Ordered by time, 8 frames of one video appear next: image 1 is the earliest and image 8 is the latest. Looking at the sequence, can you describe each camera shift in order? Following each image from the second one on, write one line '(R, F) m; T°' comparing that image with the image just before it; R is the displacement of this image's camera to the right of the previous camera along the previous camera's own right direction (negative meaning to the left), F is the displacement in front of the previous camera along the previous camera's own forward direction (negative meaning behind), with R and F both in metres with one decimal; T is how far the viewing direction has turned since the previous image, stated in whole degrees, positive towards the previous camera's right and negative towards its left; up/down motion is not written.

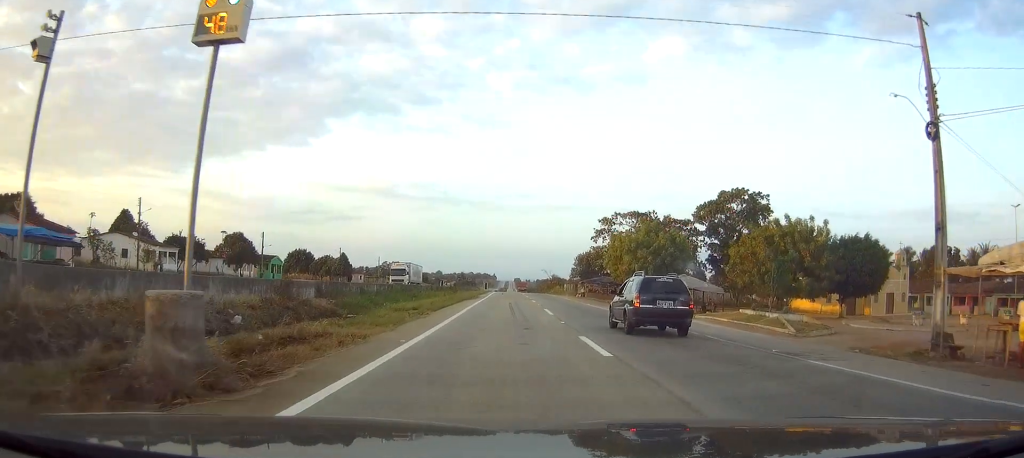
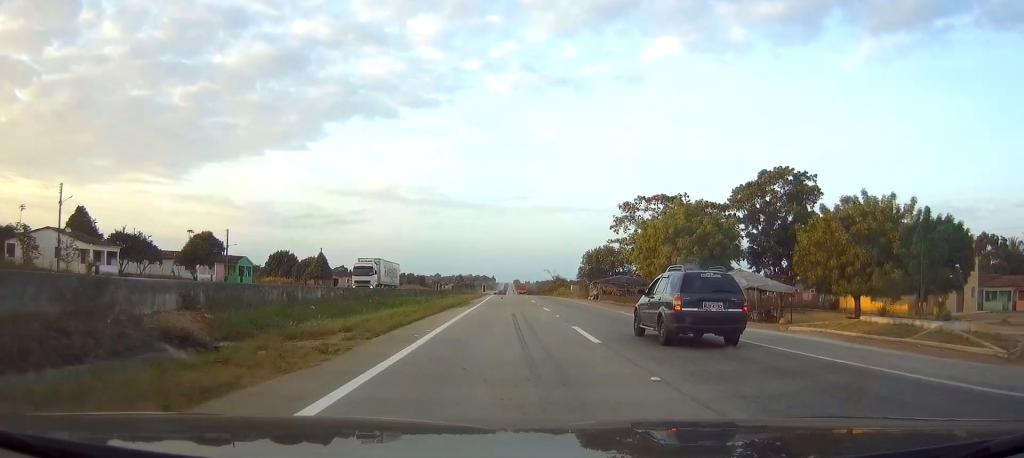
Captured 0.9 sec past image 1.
(+0.1, +12.7) m; 0°
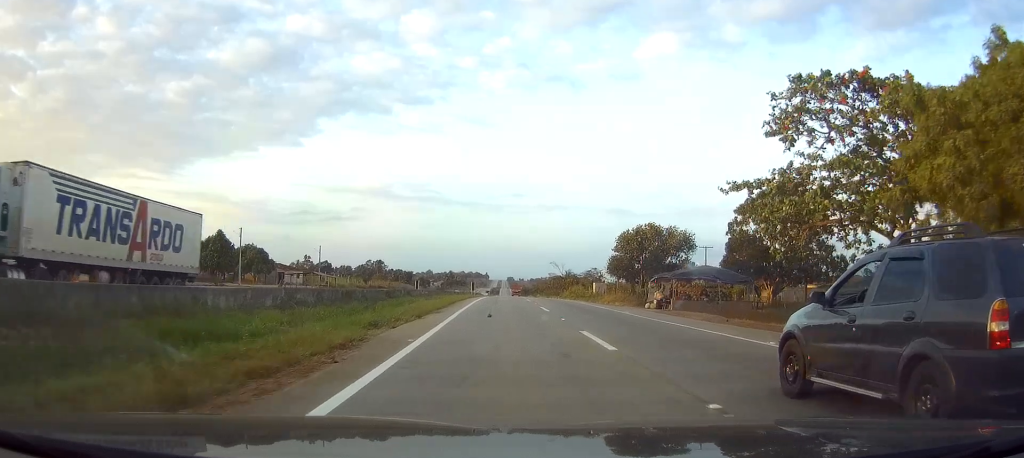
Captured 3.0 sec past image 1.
(+0.2, +33.5) m; +1°
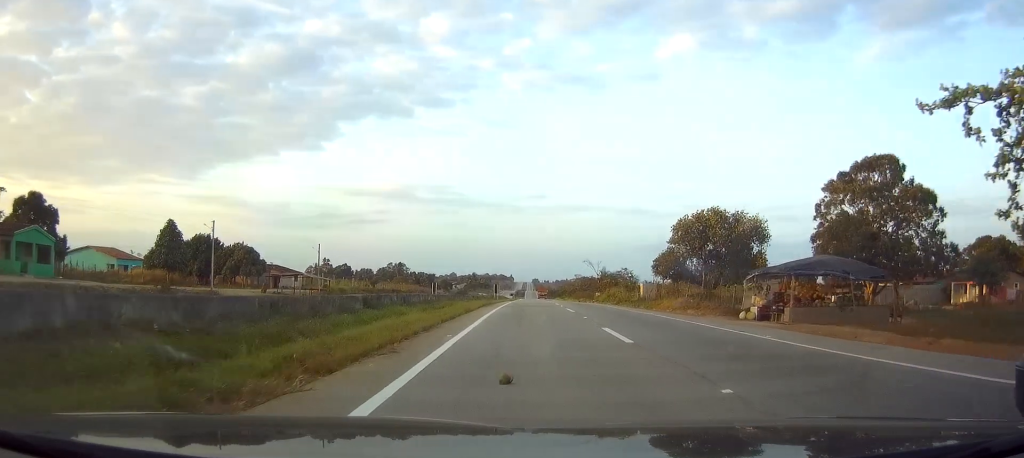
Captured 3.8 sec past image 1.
(0.0, +14.0) m; 0°
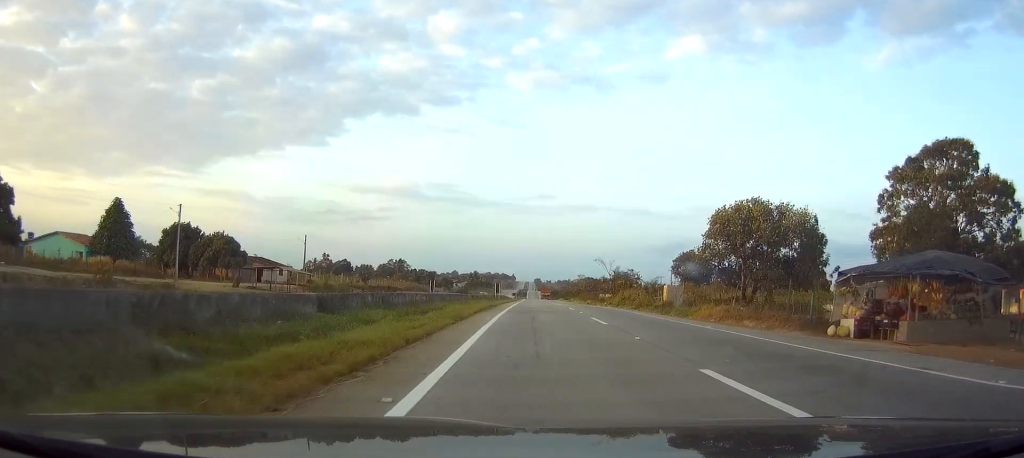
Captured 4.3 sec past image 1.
(0.0, +8.4) m; 0°
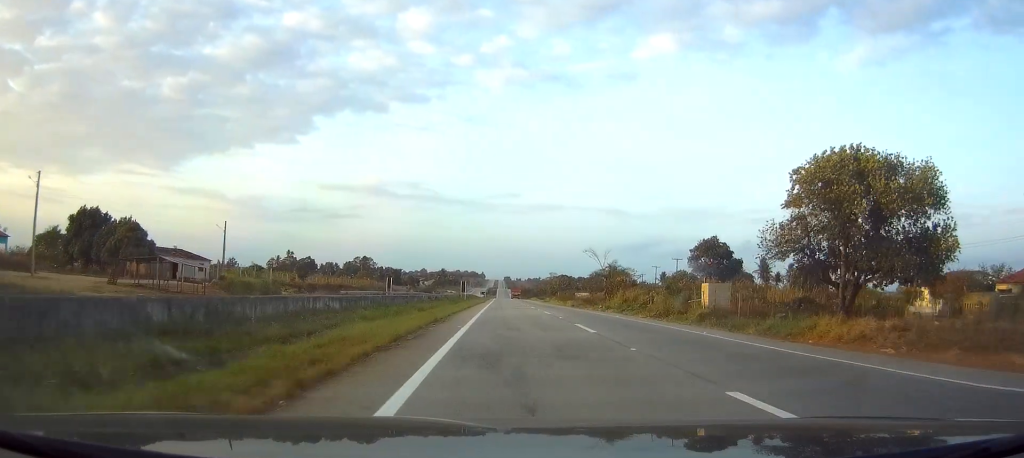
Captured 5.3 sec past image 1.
(-0.1, +18.2) m; 0°
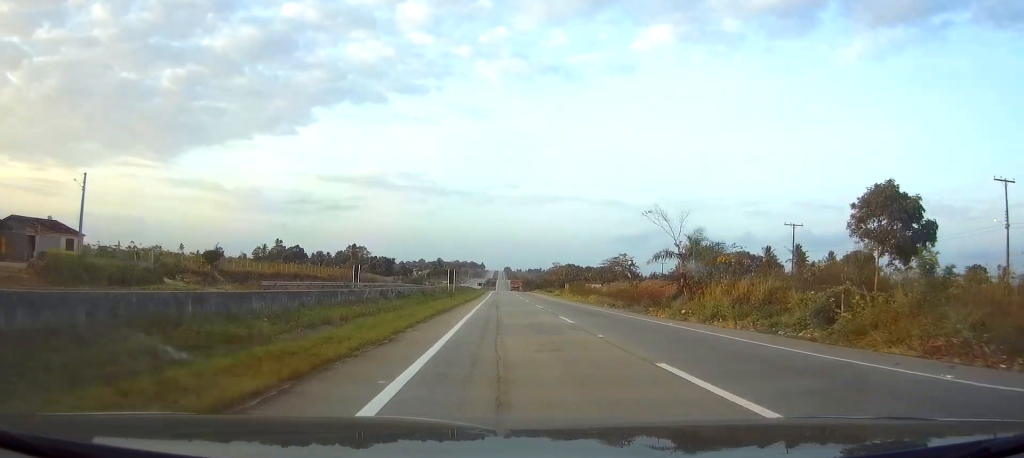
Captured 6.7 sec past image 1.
(+0.4, +28.2) m; +1°
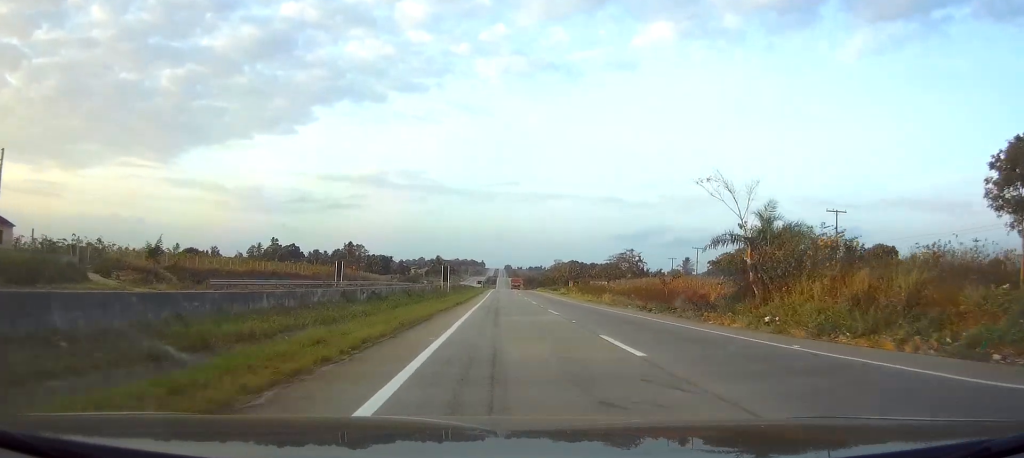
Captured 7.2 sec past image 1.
(0.0, +10.6) m; 0°
